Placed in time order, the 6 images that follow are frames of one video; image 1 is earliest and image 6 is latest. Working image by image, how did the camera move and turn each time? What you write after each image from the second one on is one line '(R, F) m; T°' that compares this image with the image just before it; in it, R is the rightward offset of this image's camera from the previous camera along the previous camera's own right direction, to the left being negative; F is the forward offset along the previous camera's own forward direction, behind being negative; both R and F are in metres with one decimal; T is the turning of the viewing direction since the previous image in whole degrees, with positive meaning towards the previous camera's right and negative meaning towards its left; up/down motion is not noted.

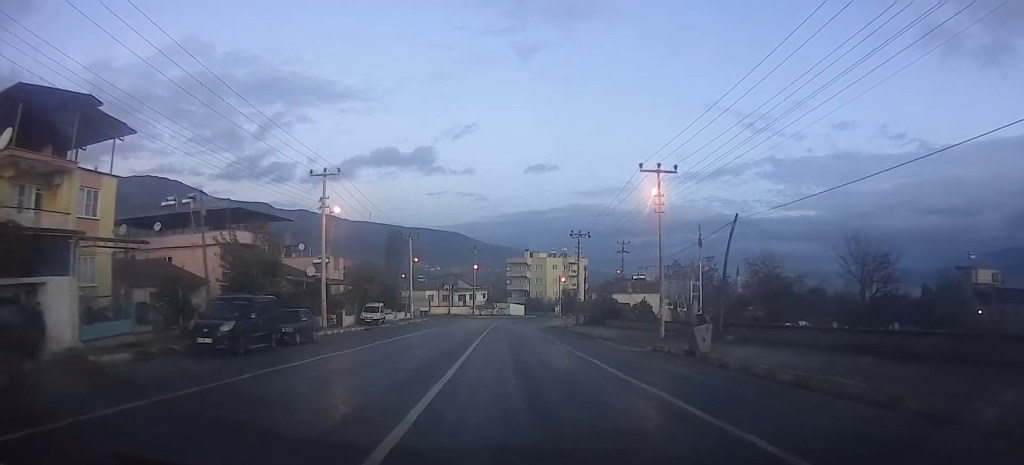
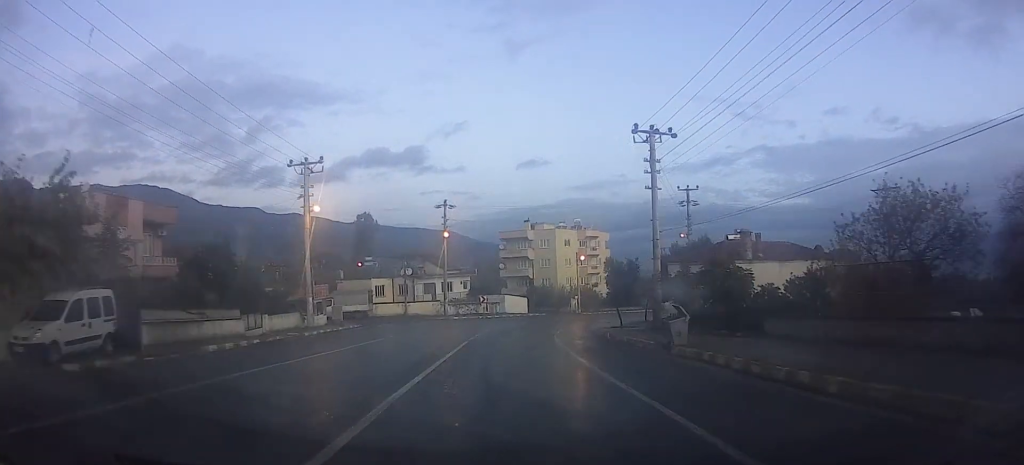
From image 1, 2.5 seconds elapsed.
(+0.7, +37.4) m; +3°
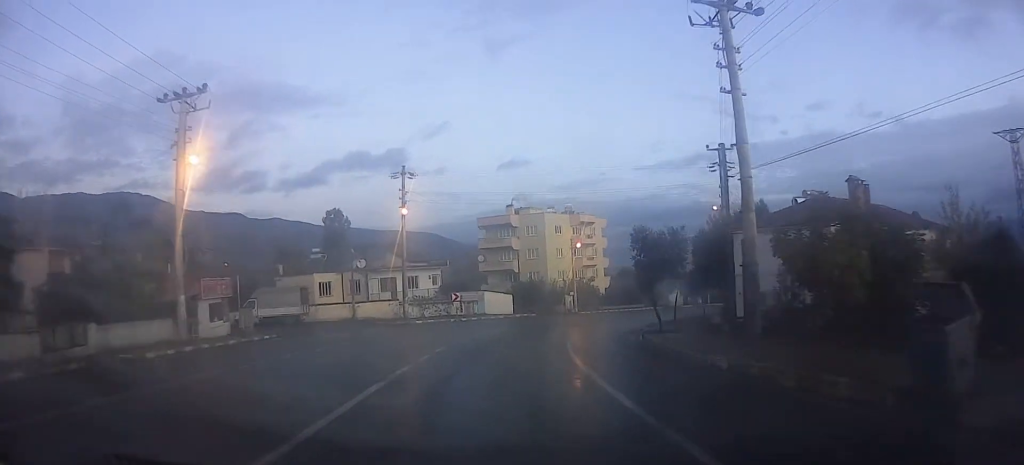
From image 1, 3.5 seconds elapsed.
(0.0, +14.6) m; 0°
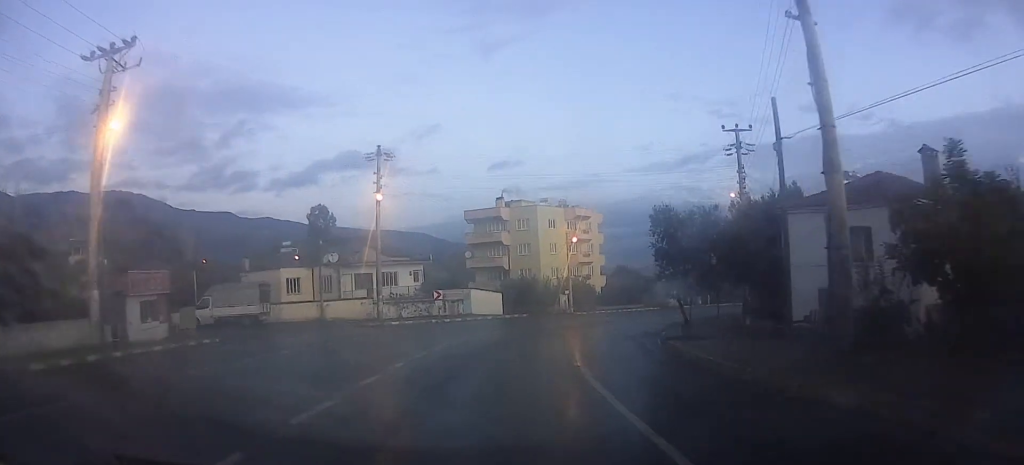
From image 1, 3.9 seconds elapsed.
(0.0, +5.7) m; 0°
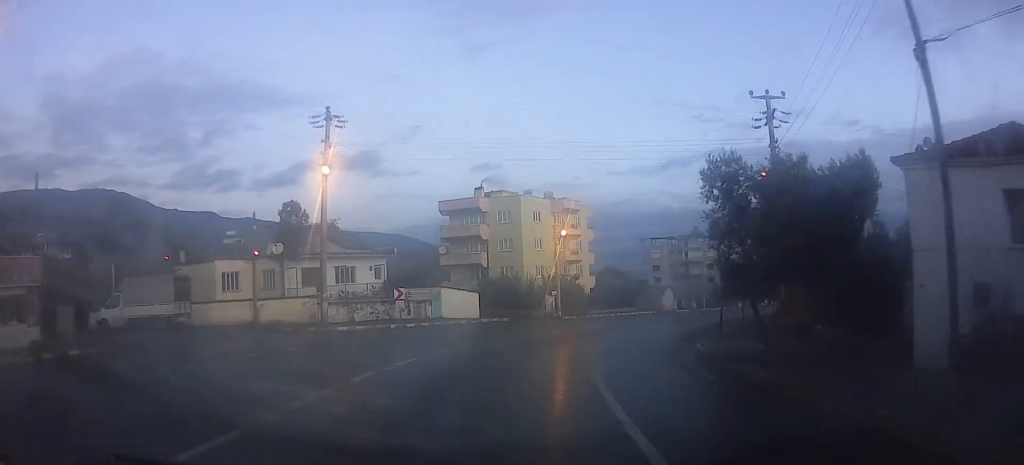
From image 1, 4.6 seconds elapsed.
(0.0, +8.4) m; +2°
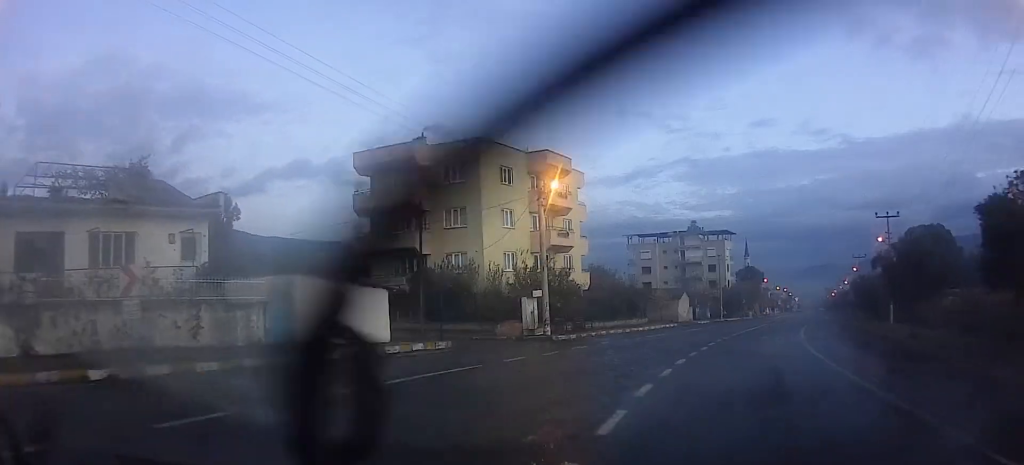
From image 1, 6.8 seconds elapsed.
(+2.0, +23.9) m; +6°
